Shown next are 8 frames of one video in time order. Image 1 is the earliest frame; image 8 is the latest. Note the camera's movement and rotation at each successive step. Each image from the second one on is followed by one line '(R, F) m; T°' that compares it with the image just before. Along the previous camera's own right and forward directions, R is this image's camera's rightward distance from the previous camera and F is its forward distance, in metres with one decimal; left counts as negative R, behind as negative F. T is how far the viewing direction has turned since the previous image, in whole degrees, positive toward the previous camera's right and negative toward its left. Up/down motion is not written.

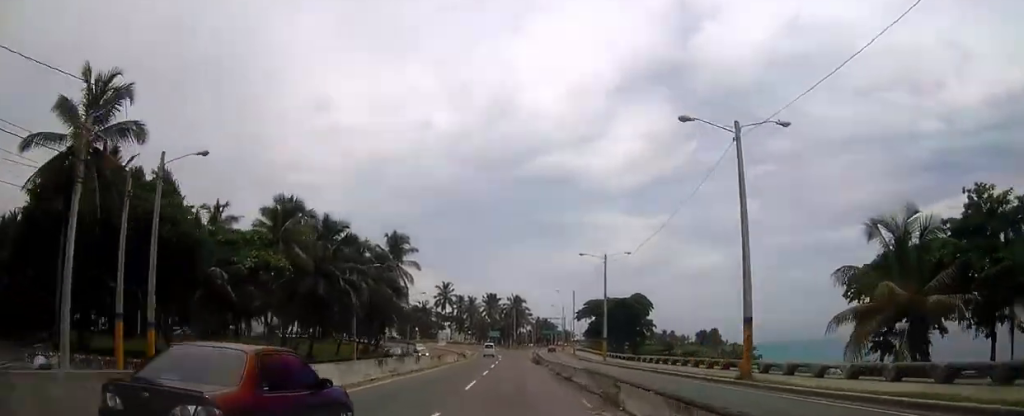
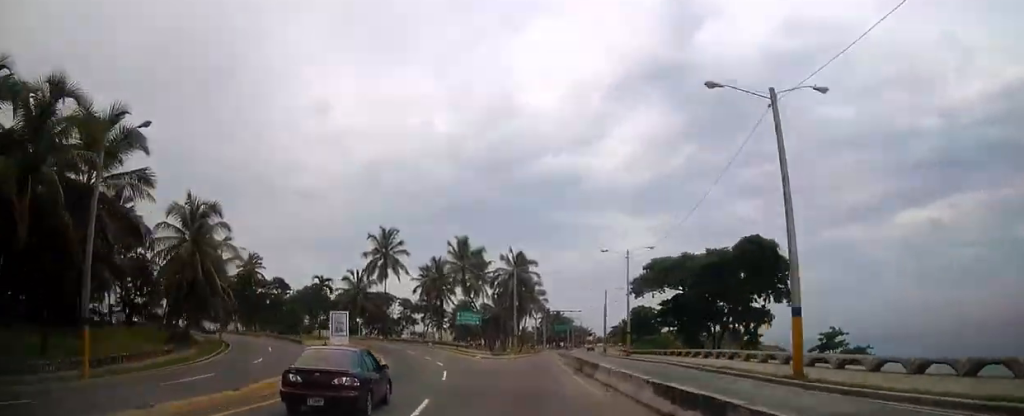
(-1.2, +72.7) m; 0°
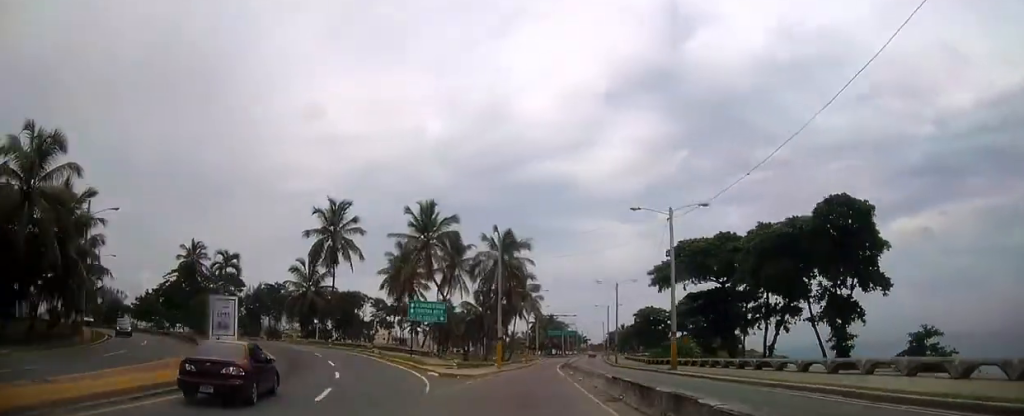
(+0.2, +19.7) m; +1°
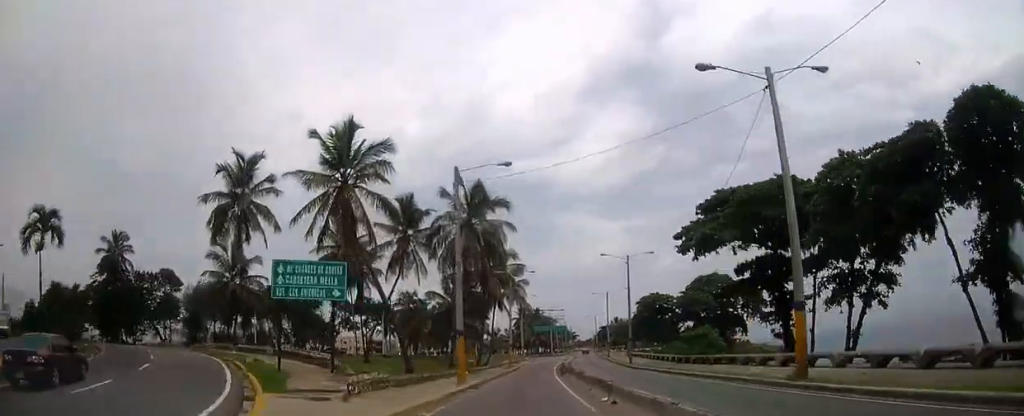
(0.0, +18.3) m; +1°
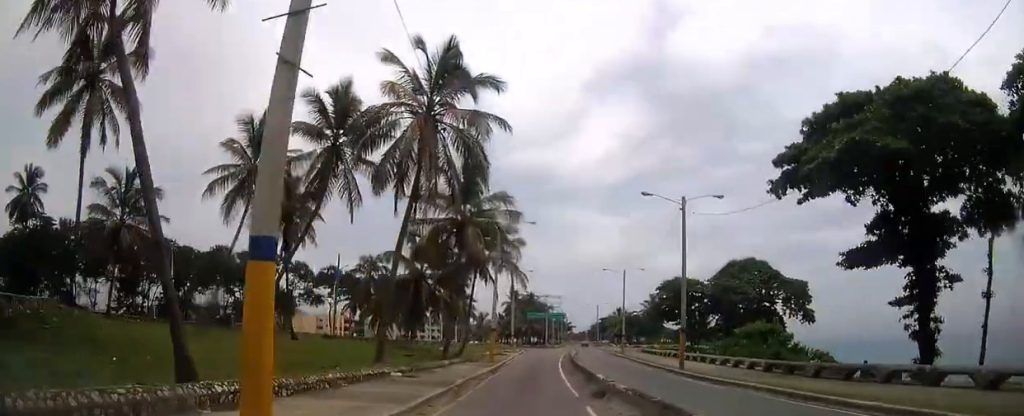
(+0.3, +20.6) m; +1°
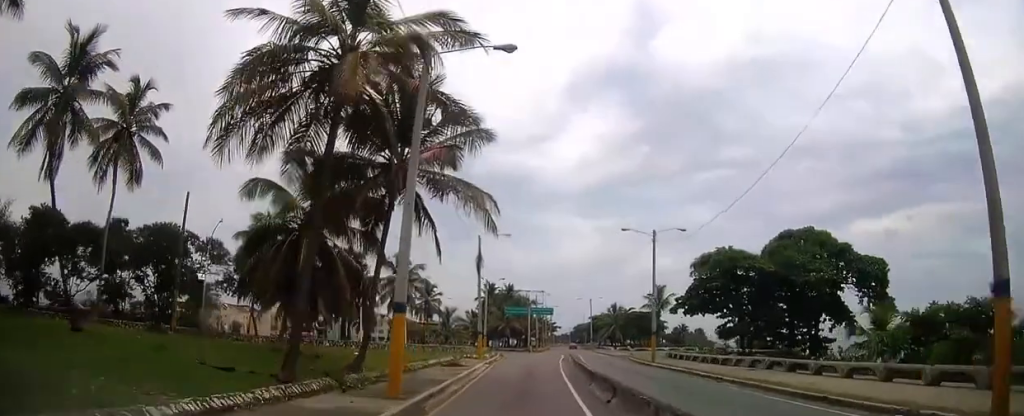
(+0.3, +25.3) m; +2°
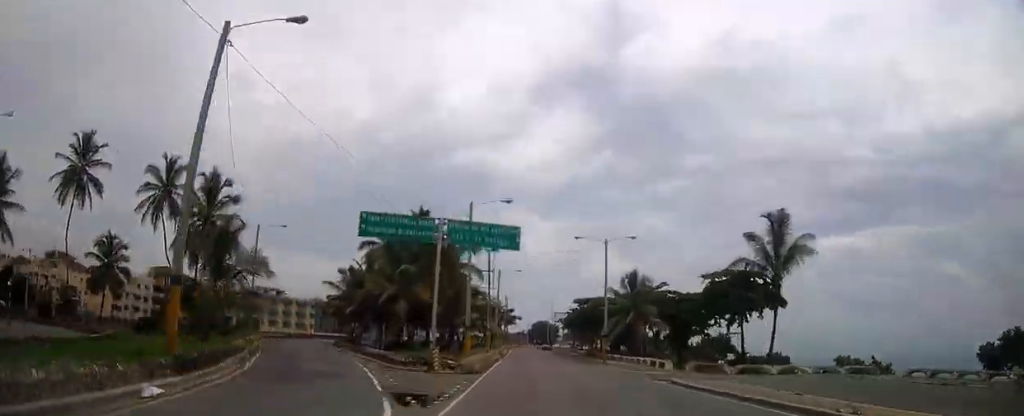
(+2.8, +65.9) m; +4°
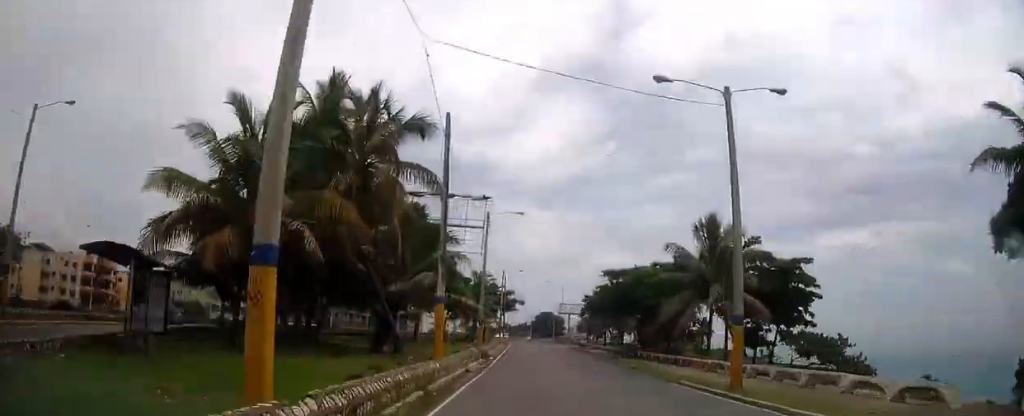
(+0.2, +26.6) m; +1°
